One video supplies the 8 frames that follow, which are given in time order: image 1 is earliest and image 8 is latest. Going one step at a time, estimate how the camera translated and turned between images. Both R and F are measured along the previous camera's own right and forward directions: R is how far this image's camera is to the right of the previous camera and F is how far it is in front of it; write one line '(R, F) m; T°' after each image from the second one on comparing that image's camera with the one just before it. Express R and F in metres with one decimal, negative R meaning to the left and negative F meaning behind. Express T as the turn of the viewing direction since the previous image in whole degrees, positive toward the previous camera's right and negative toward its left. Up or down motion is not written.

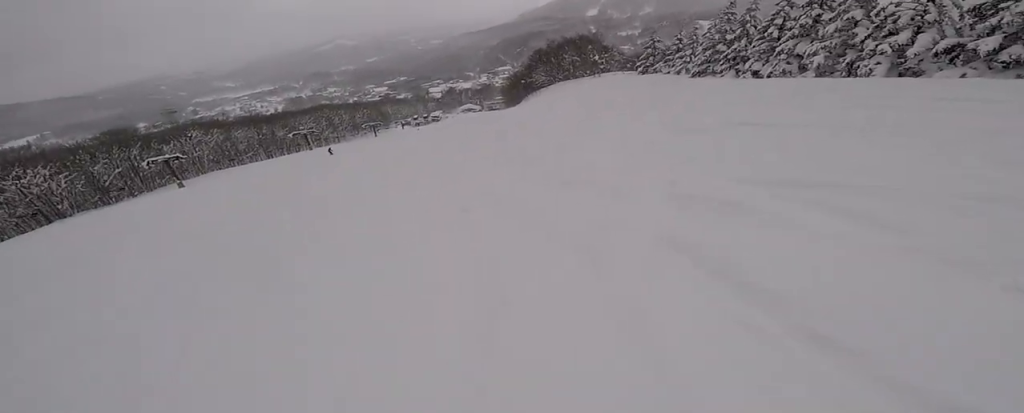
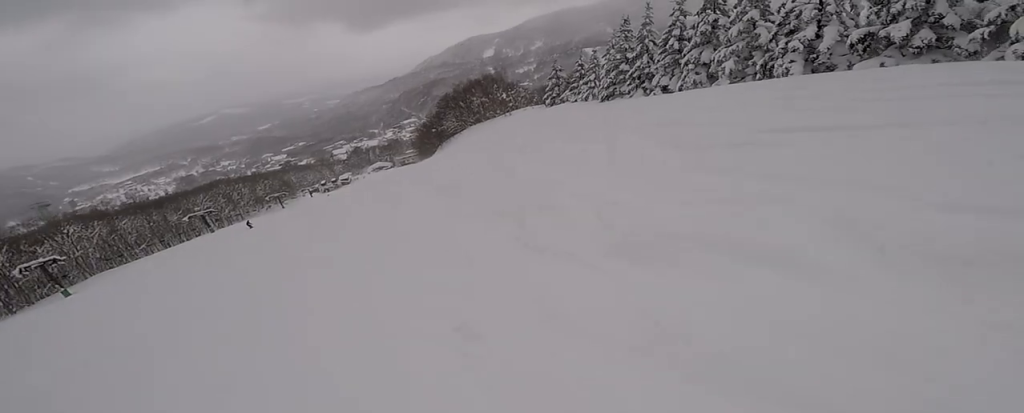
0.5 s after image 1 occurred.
(+0.1, +2.5) m; +8°
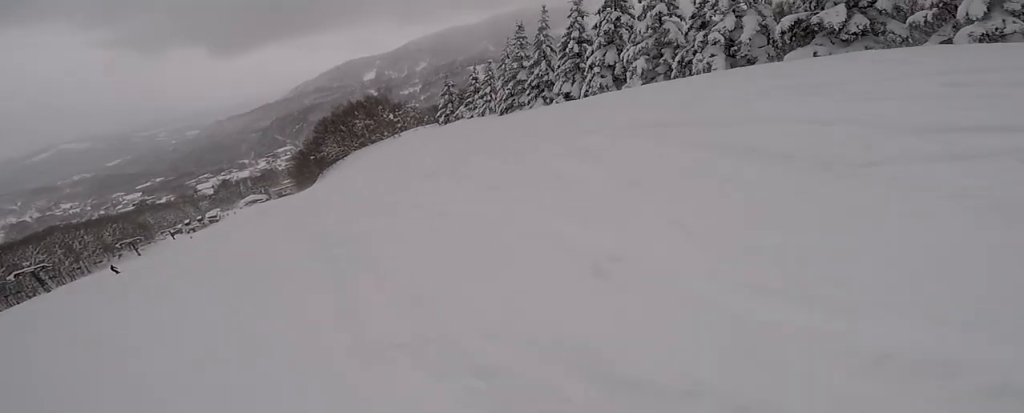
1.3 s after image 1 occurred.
(+0.3, +4.0) m; +12°
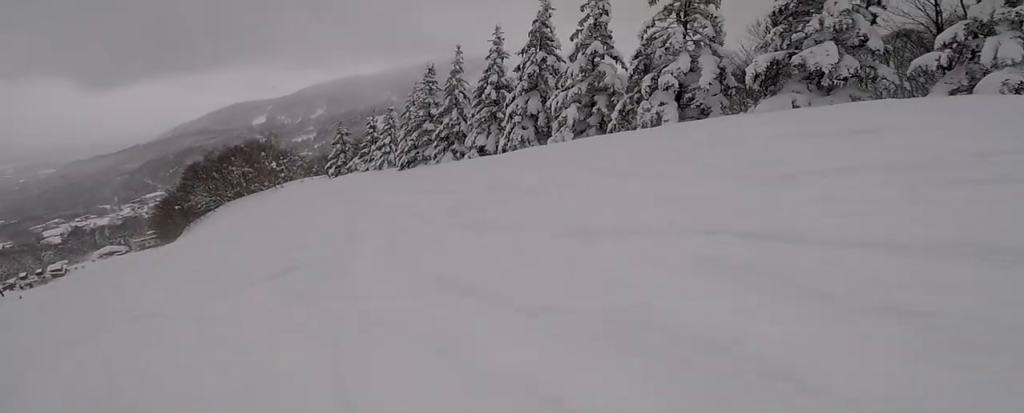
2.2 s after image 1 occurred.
(+0.8, +5.0) m; +9°
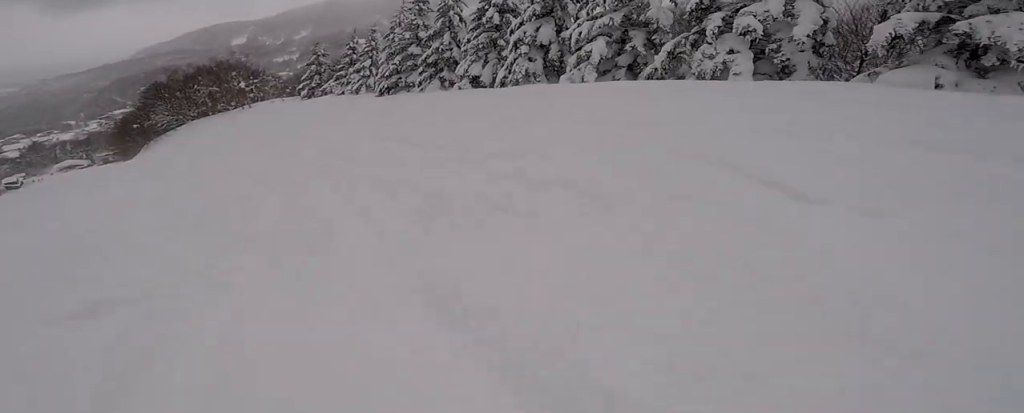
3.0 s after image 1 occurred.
(0.0, +4.1) m; 0°
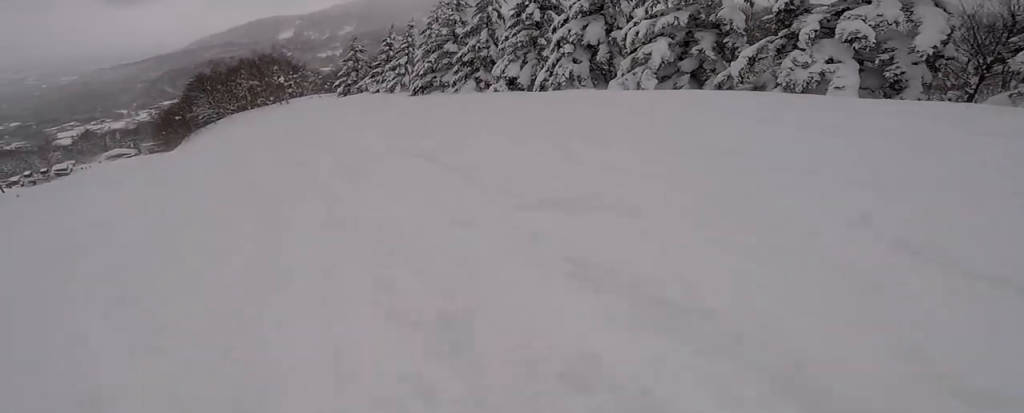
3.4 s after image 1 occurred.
(0.0, +2.3) m; +3°
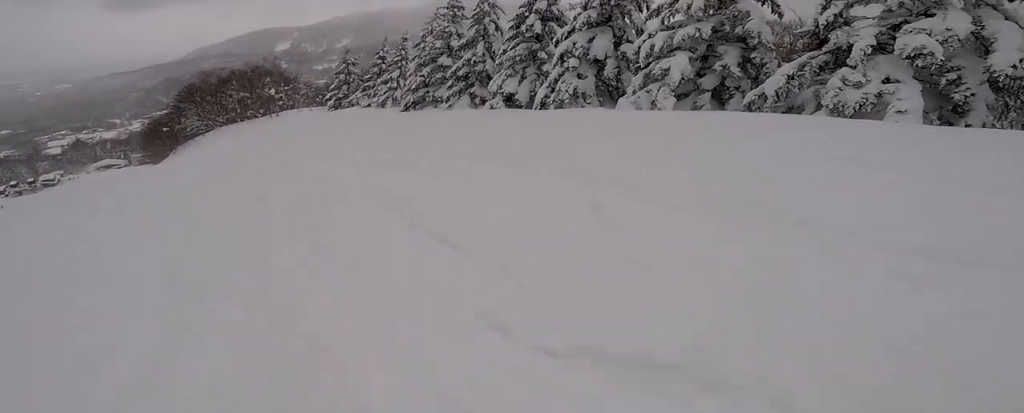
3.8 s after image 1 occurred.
(-0.1, +2.2) m; +3°
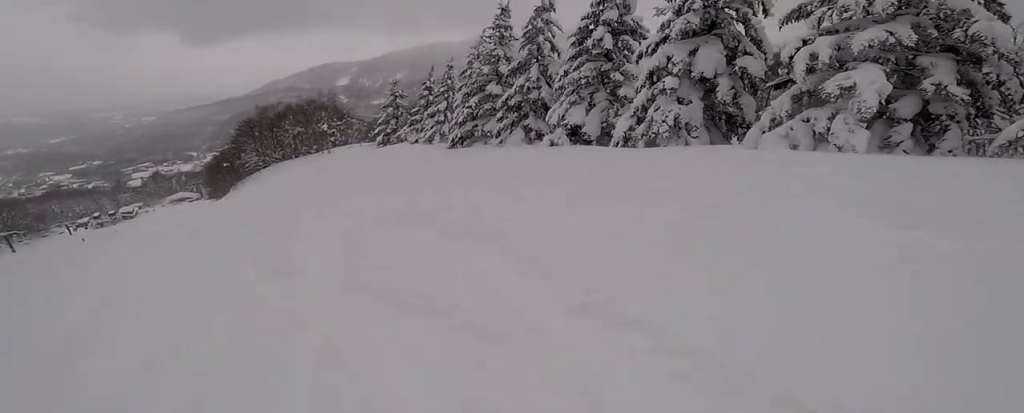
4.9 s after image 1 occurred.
(+0.6, +4.8) m; -13°
